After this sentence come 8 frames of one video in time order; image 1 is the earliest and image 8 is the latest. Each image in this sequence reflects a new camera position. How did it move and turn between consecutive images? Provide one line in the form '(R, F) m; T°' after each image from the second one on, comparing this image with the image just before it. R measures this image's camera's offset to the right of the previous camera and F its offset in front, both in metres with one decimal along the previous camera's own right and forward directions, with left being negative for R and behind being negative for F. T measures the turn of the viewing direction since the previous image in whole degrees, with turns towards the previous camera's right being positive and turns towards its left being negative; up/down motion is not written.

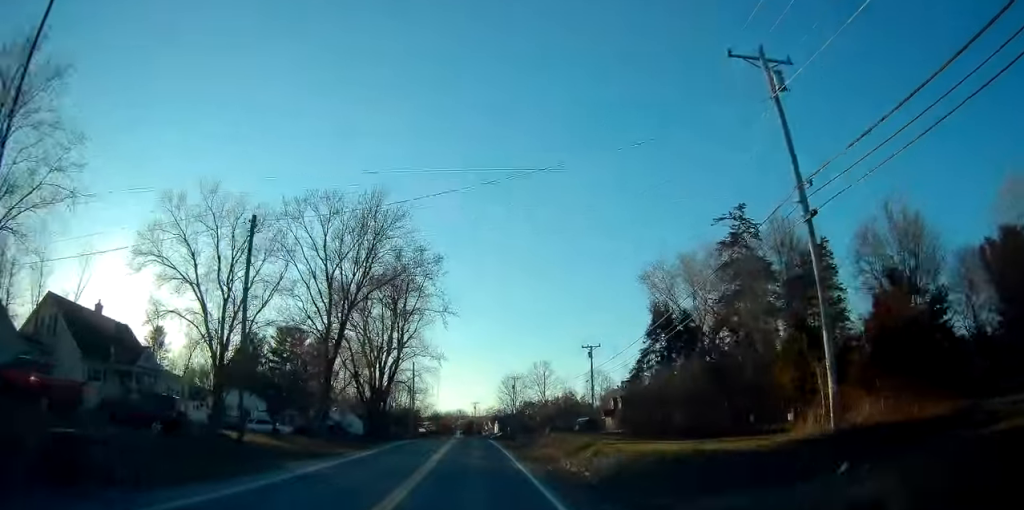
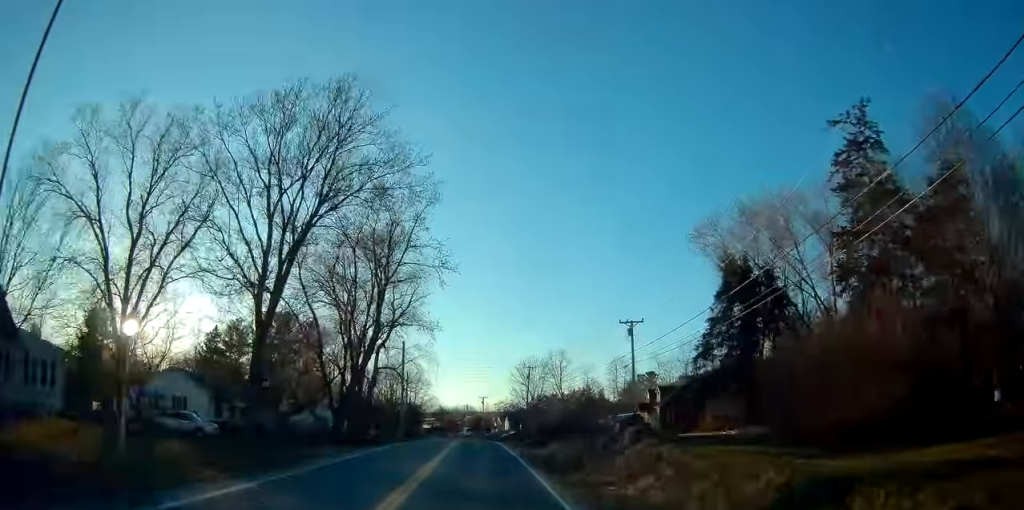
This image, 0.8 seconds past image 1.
(-0.2, +15.9) m; -1°
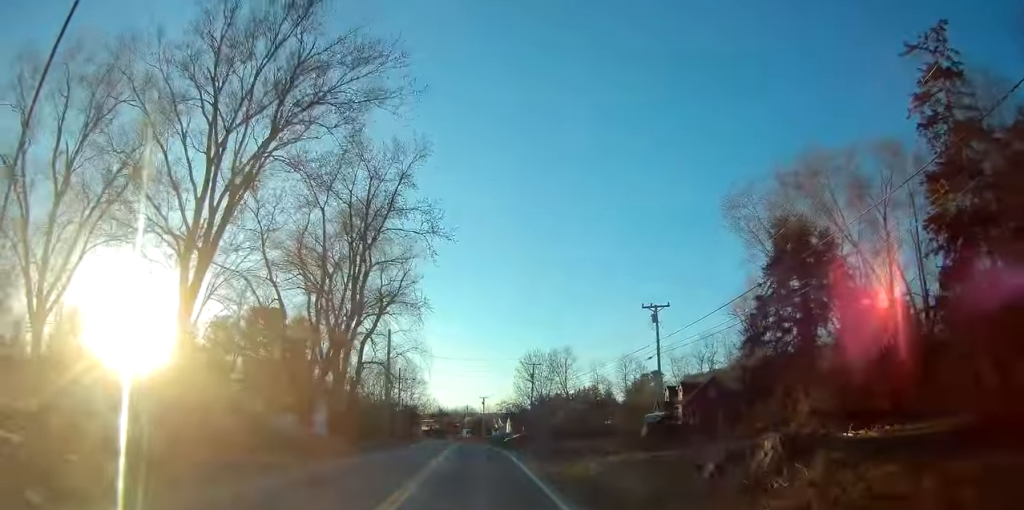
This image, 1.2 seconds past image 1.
(-0.1, +8.6) m; -1°
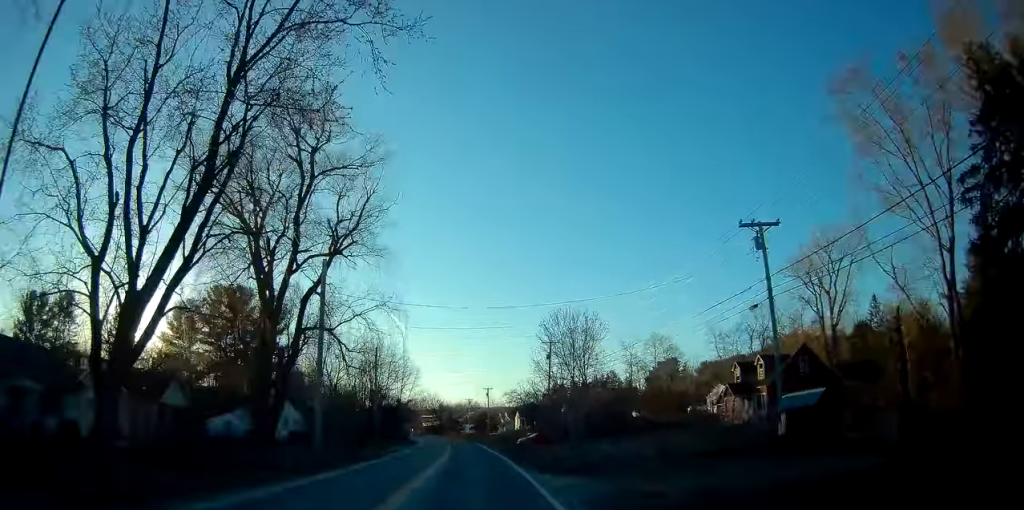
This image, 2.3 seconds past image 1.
(-0.2, +20.3) m; 0°
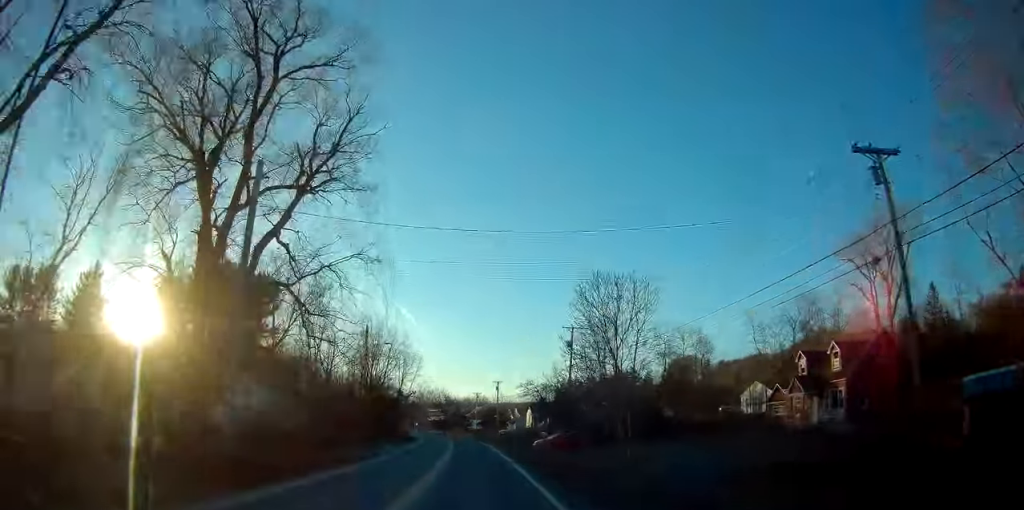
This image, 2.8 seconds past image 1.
(0.0, +10.4) m; 0°
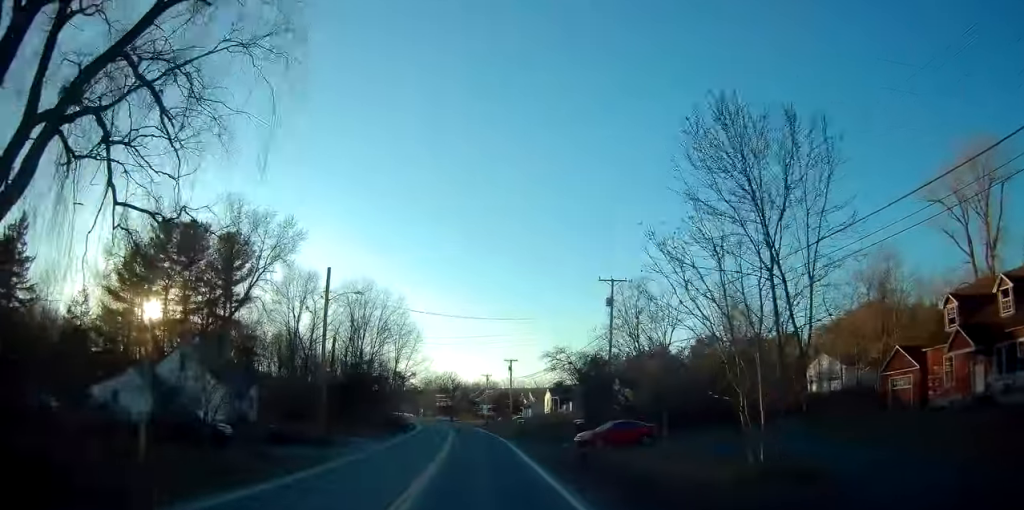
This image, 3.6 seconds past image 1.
(+0.1, +16.3) m; 0°
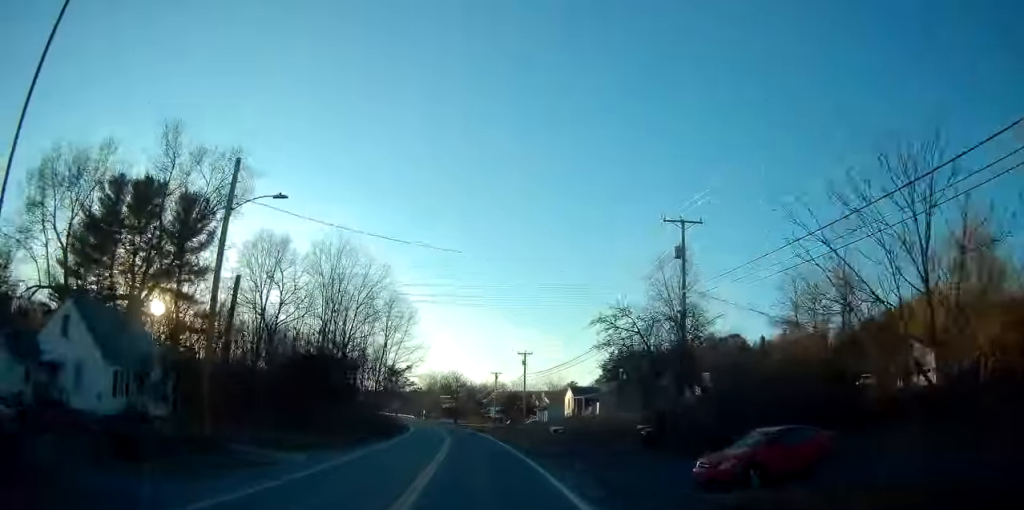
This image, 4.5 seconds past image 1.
(0.0, +16.5) m; -1°
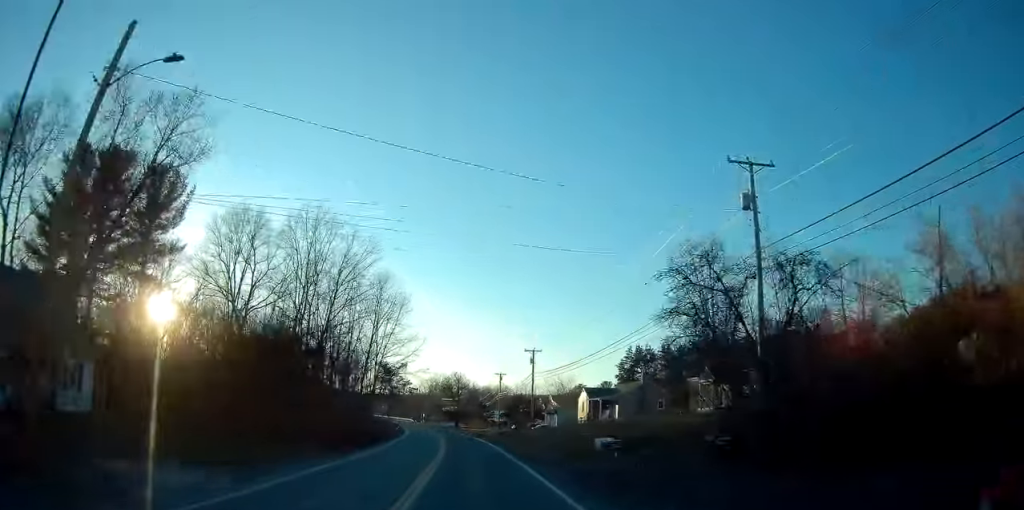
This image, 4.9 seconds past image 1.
(-0.3, +9.3) m; -1°
